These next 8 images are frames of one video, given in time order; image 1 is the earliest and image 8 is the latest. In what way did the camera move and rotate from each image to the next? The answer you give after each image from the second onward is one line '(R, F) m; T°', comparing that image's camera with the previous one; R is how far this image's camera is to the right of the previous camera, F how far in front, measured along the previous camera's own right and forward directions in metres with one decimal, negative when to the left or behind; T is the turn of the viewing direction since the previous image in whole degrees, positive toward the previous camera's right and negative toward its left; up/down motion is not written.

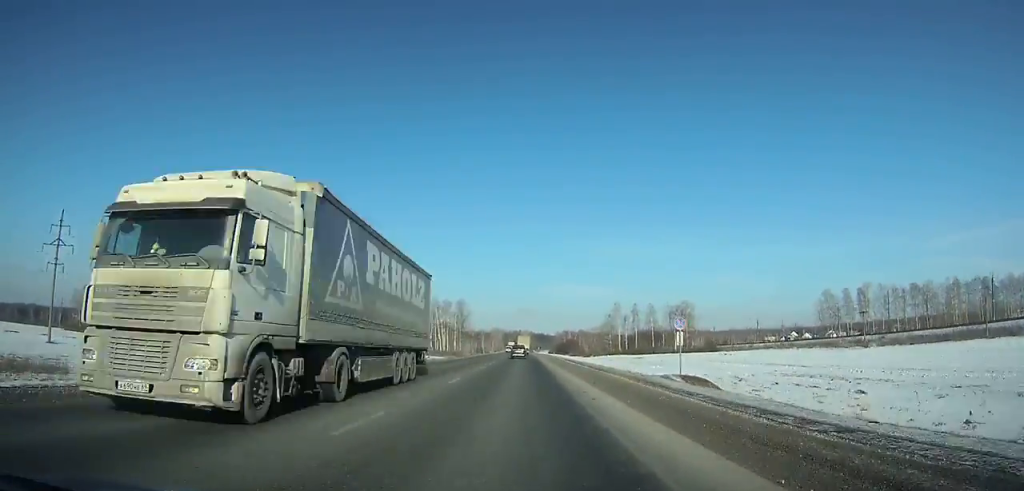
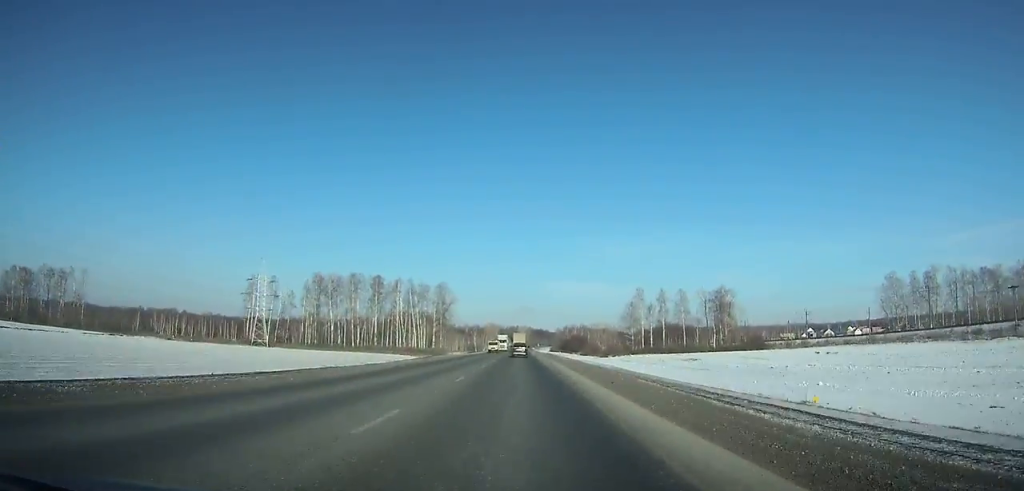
(+0.1, +47.7) m; 0°
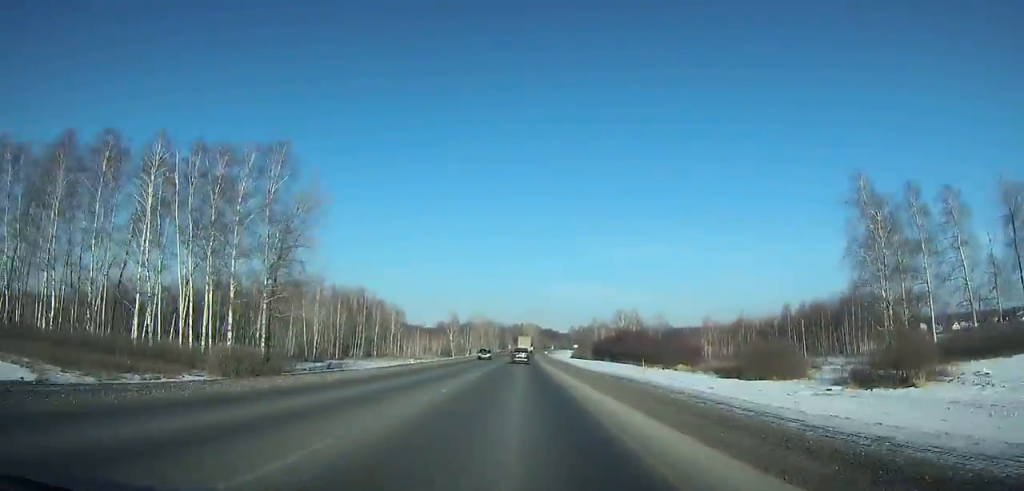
(-0.3, +124.5) m; 0°
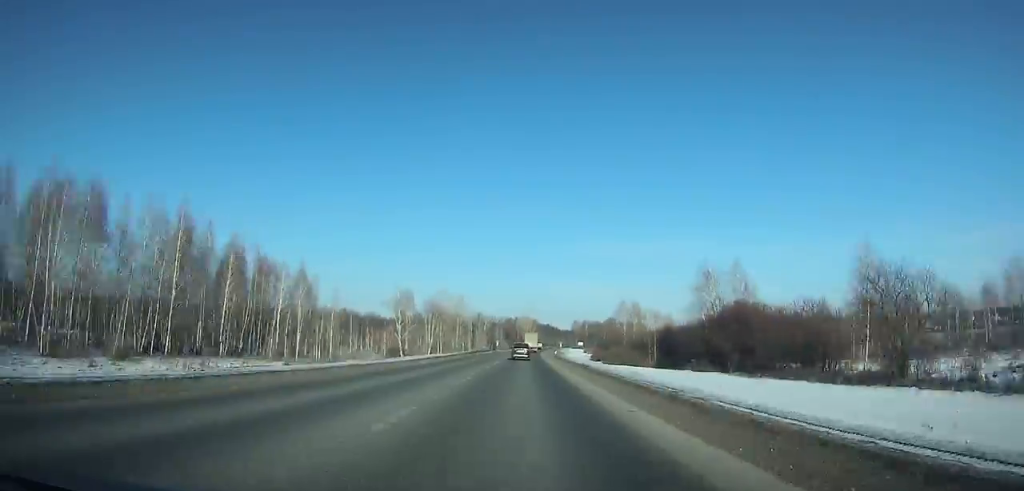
(+0.4, +79.5) m; +1°
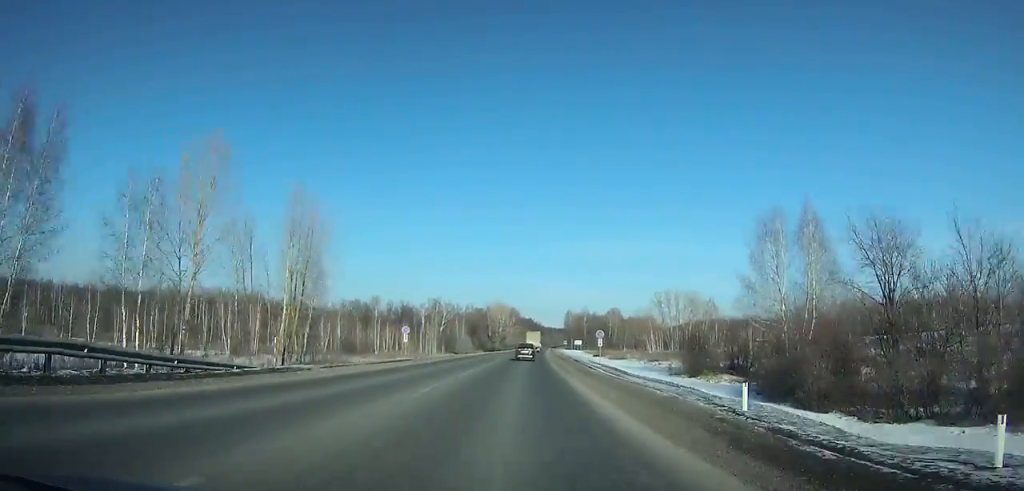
(+2.3, +113.6) m; +2°
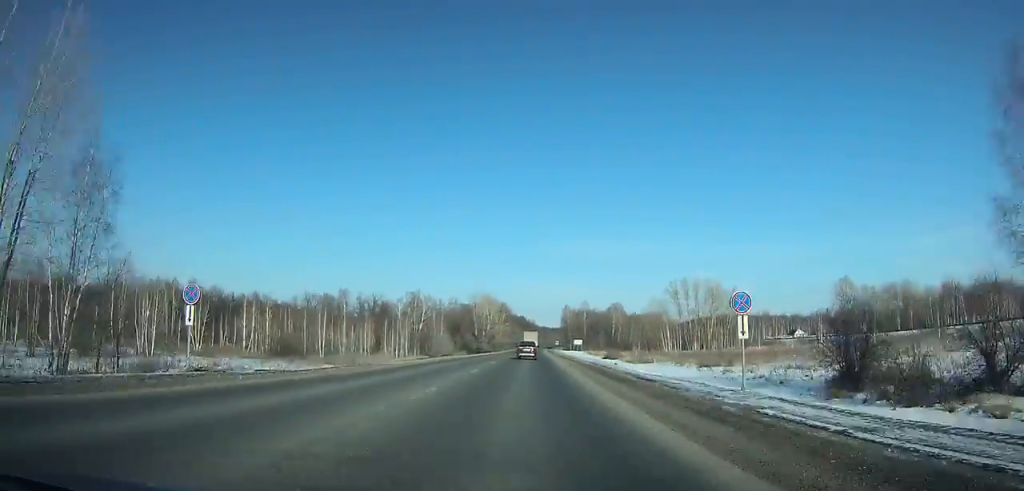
(+0.3, +36.2) m; +1°
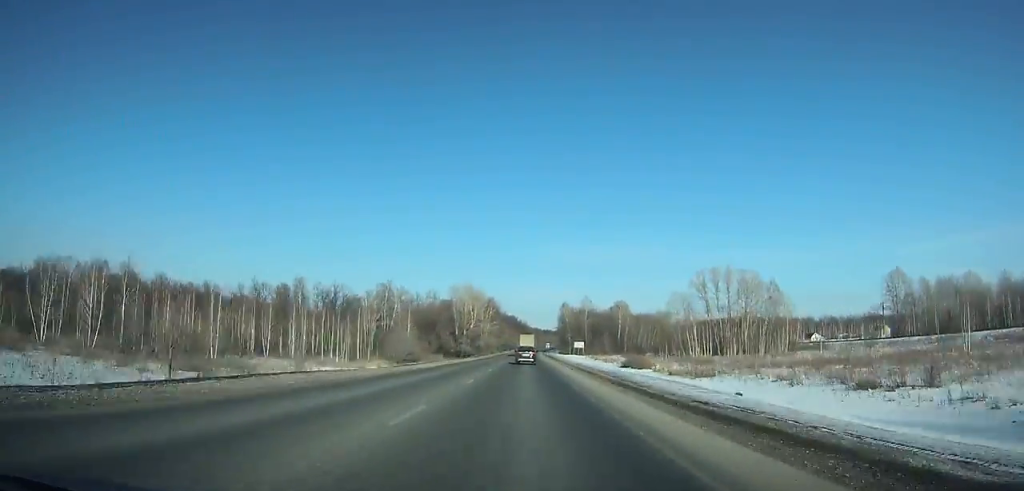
(+0.2, +38.6) m; +1°
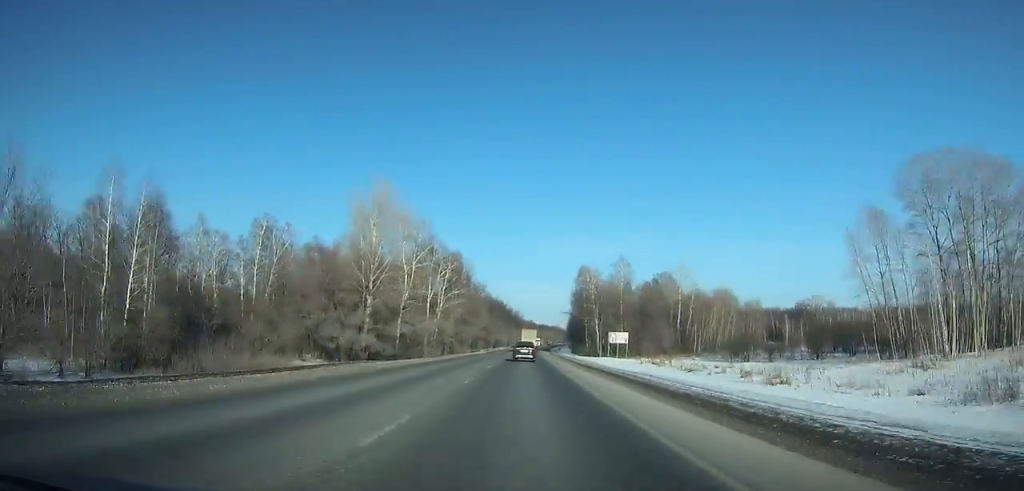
(+0.7, +95.4) m; +2°
